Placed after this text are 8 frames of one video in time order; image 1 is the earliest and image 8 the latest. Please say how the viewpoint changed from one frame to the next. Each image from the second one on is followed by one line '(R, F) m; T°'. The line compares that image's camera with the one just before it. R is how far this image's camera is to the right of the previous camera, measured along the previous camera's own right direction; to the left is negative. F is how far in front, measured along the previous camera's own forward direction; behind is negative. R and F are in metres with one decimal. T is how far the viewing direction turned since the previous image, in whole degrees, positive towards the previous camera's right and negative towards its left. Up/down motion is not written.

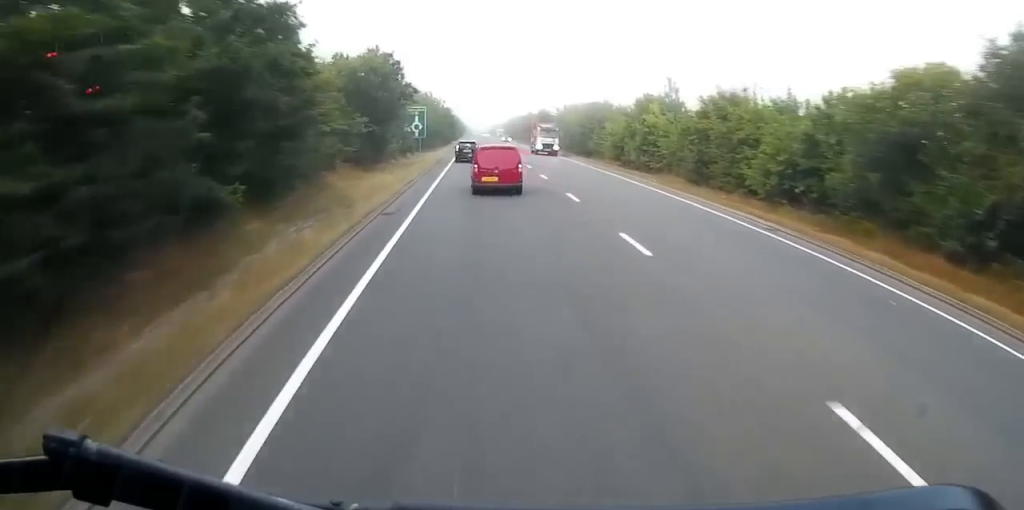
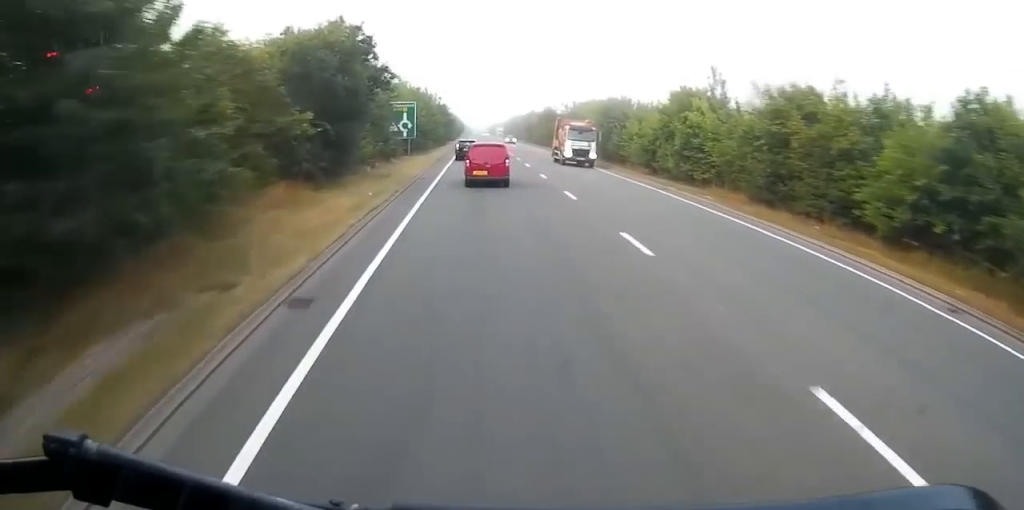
(0.0, +8.7) m; 0°
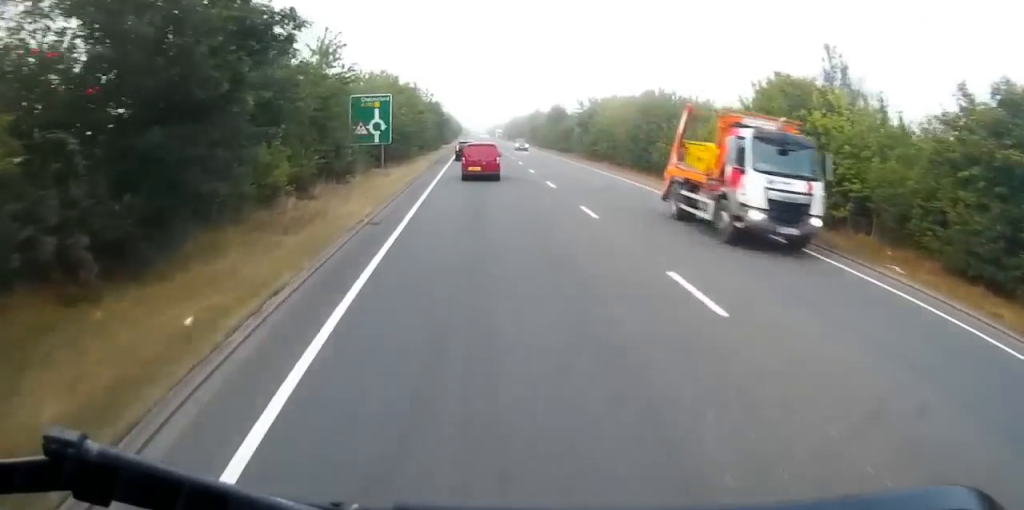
(0.0, +13.1) m; 0°
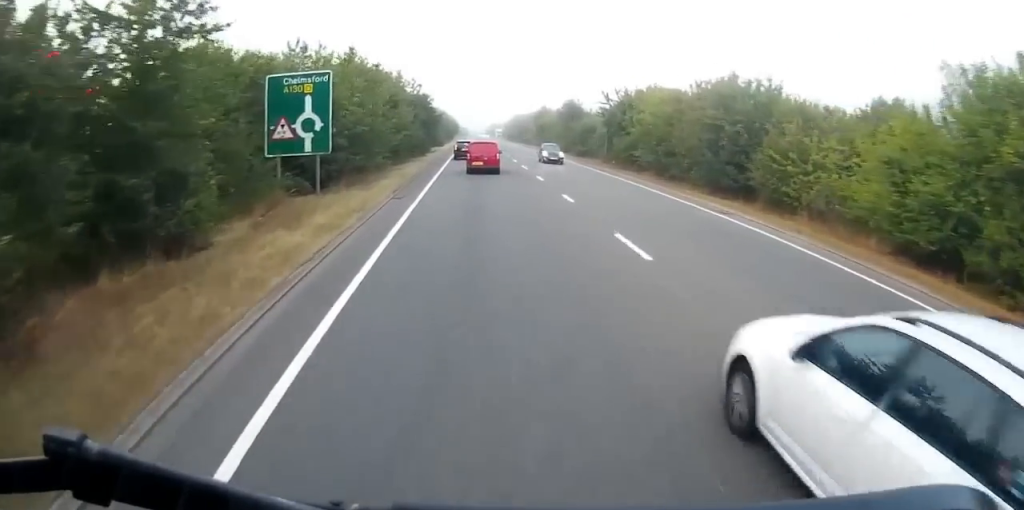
(+0.1, +14.5) m; 0°
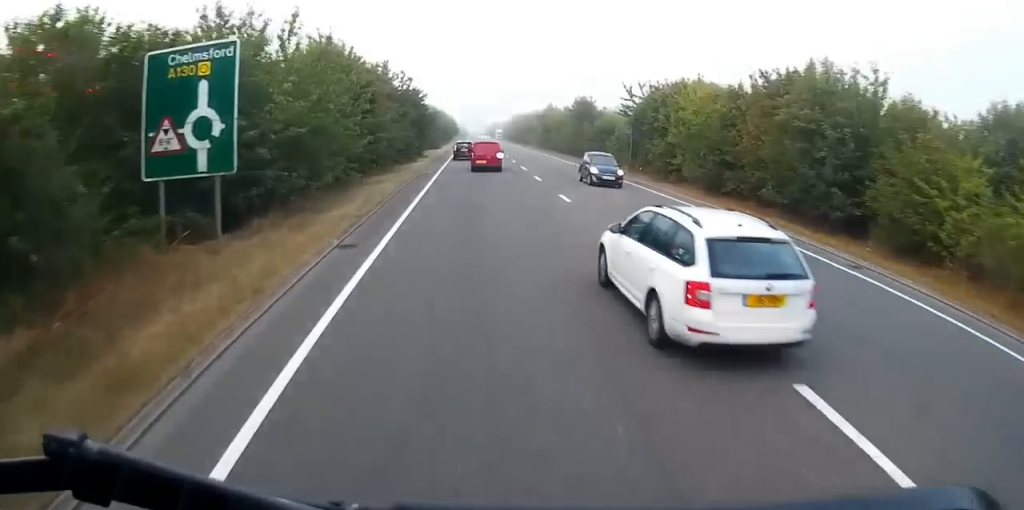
(0.0, +8.5) m; 0°
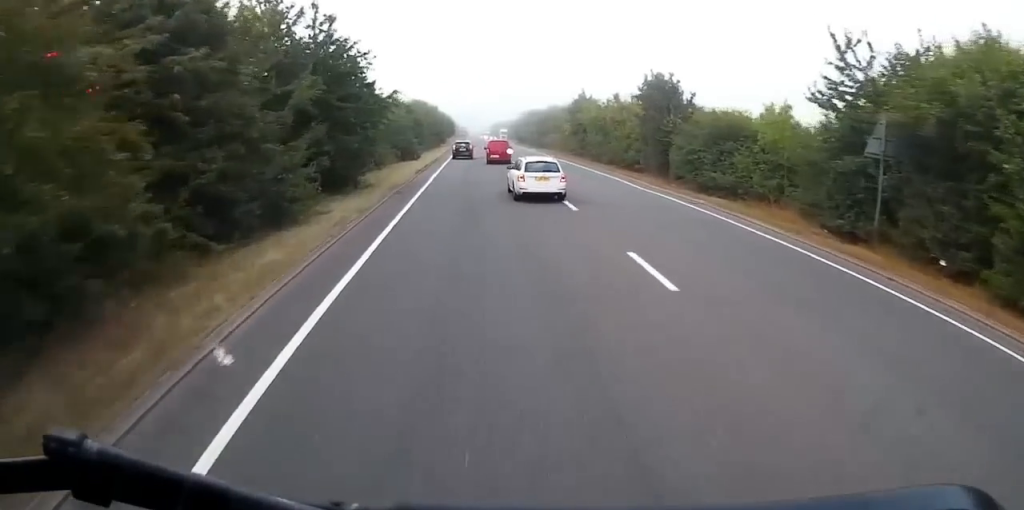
(0.0, +28.6) m; 0°
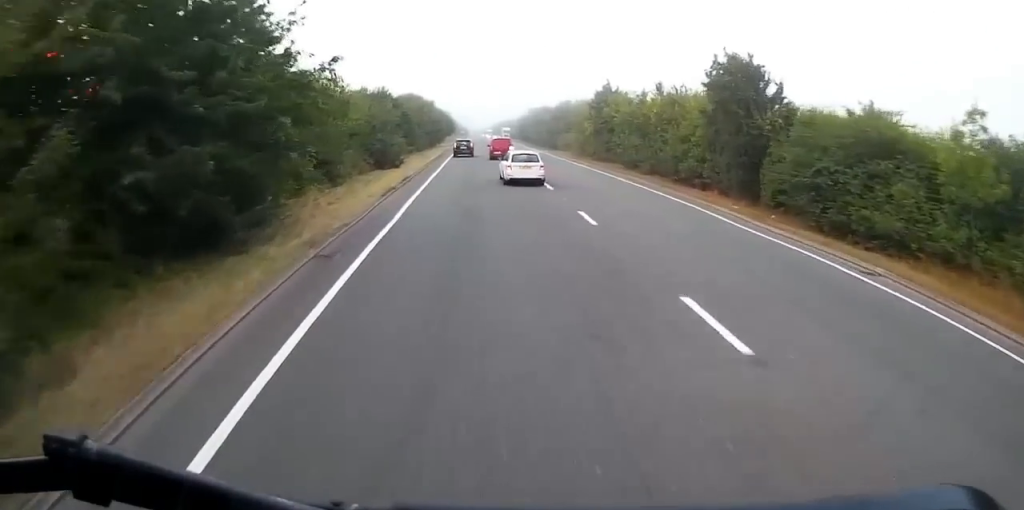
(0.0, +12.0) m; 0°
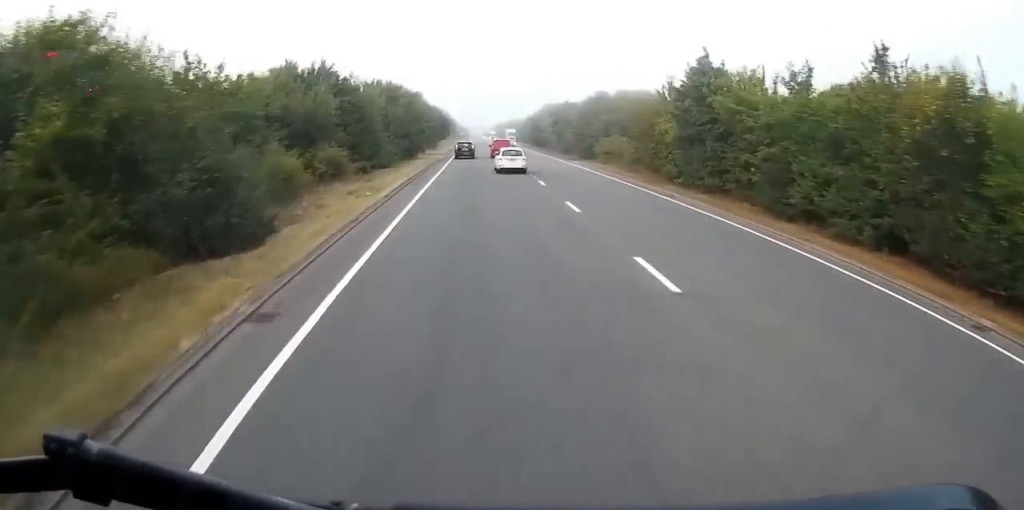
(0.0, +23.8) m; 0°
